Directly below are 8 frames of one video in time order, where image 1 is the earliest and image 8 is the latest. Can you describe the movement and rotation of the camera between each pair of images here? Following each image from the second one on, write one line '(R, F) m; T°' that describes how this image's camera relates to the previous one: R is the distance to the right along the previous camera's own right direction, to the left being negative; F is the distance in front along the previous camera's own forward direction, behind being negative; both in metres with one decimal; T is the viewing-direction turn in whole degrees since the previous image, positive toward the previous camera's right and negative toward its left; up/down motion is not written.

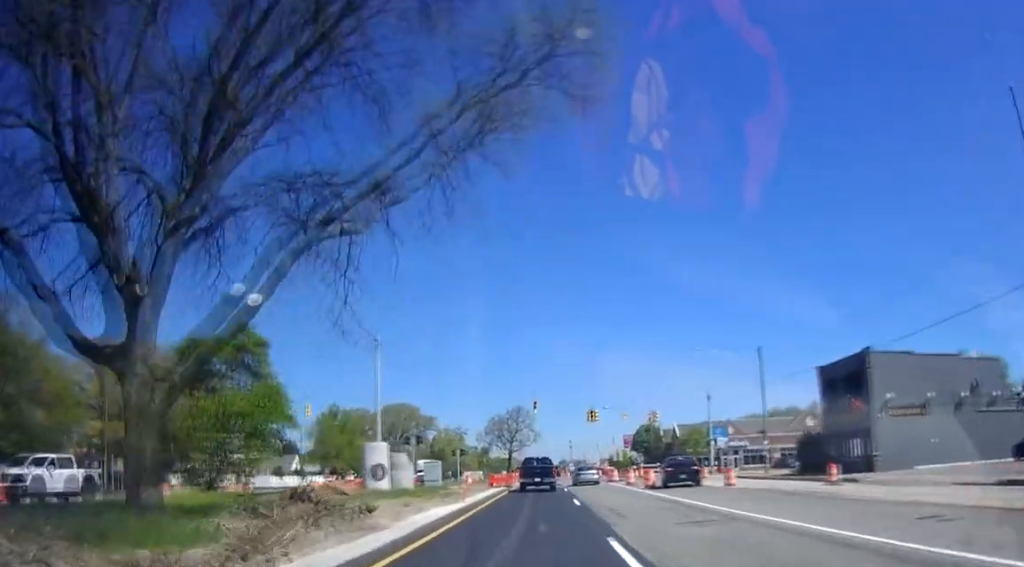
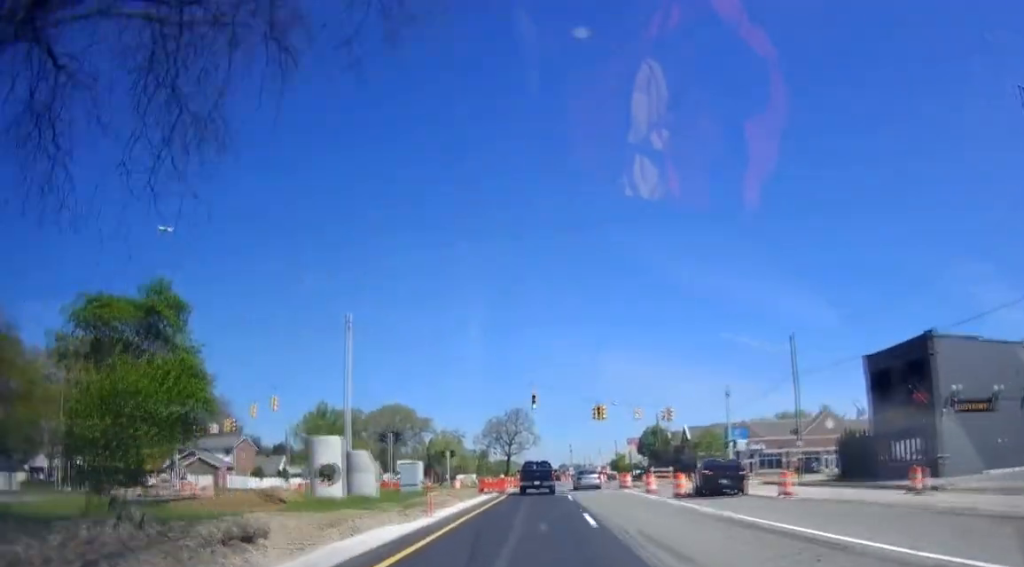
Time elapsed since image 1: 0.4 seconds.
(-0.3, +7.5) m; 0°
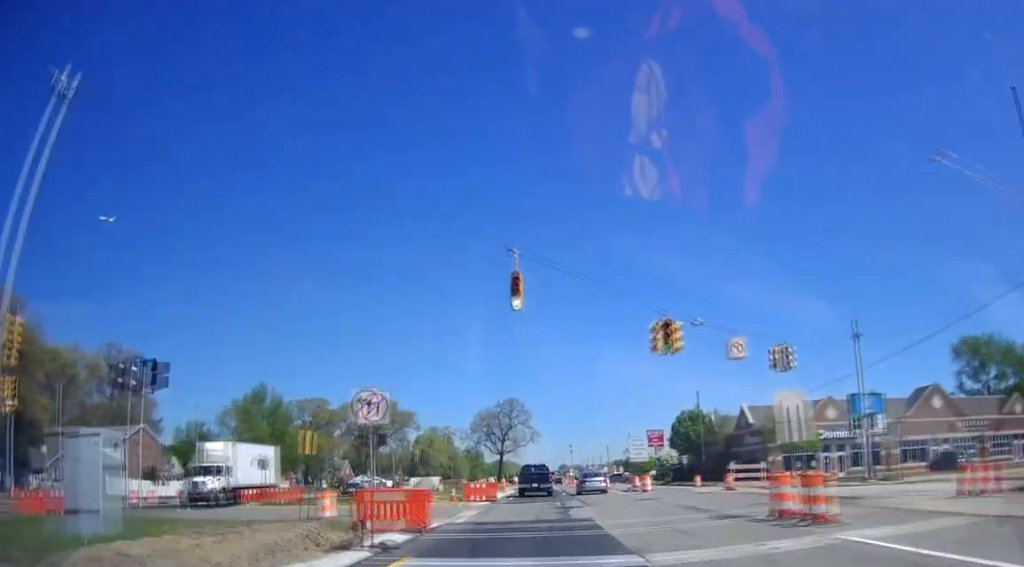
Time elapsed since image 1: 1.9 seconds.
(+1.2, +29.1) m; +2°
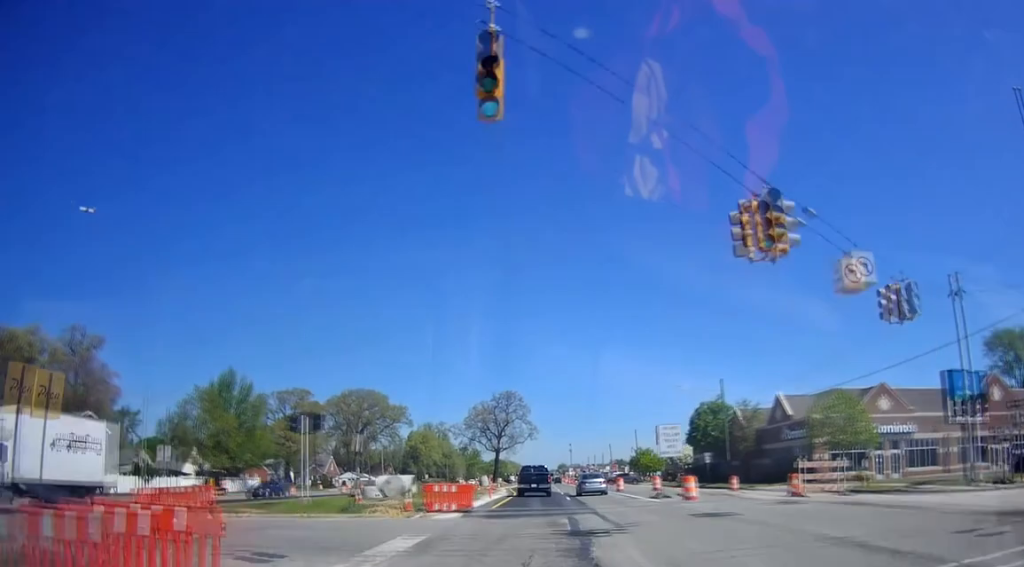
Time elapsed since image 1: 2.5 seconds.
(0.0, +10.8) m; -1°
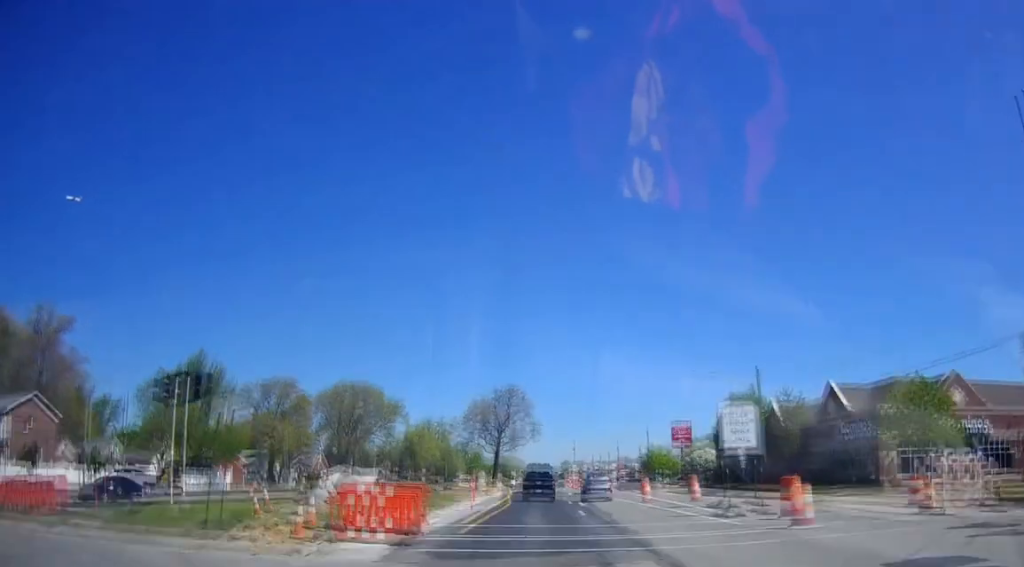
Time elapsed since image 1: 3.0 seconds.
(-0.2, +10.3) m; 0°
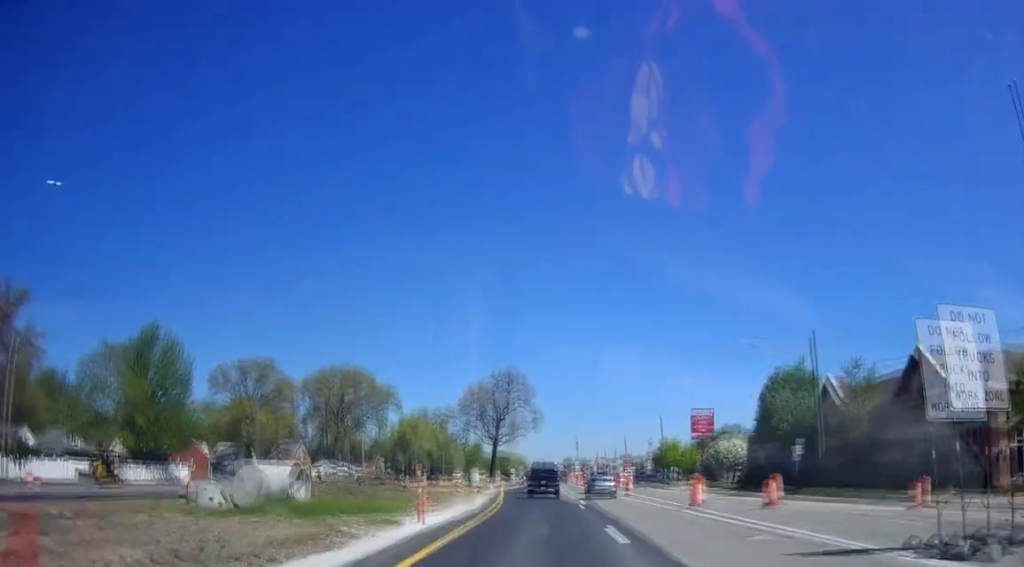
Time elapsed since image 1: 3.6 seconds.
(-0.1, +11.7) m; 0°
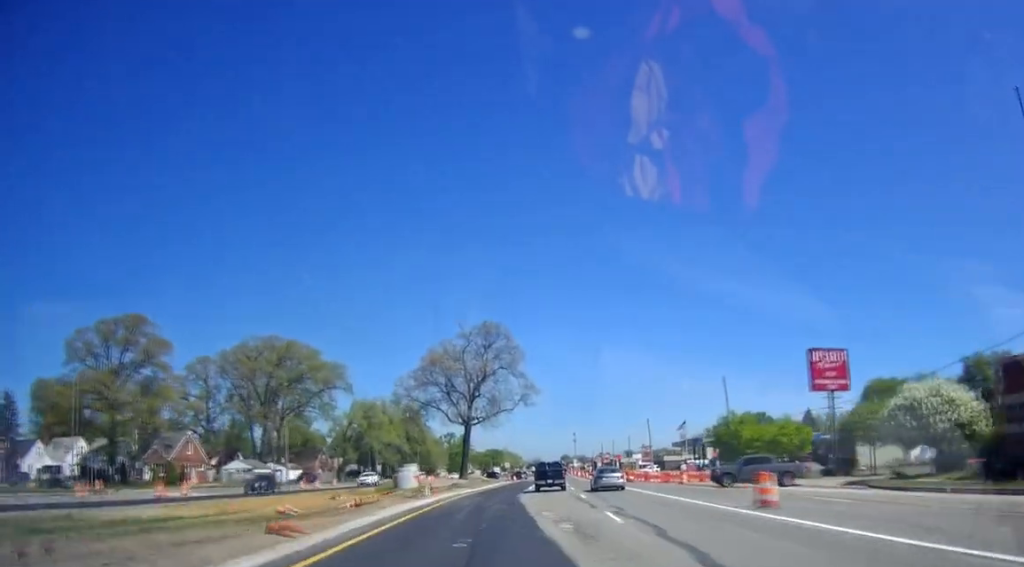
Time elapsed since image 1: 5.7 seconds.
(-1.1, +41.7) m; -2°
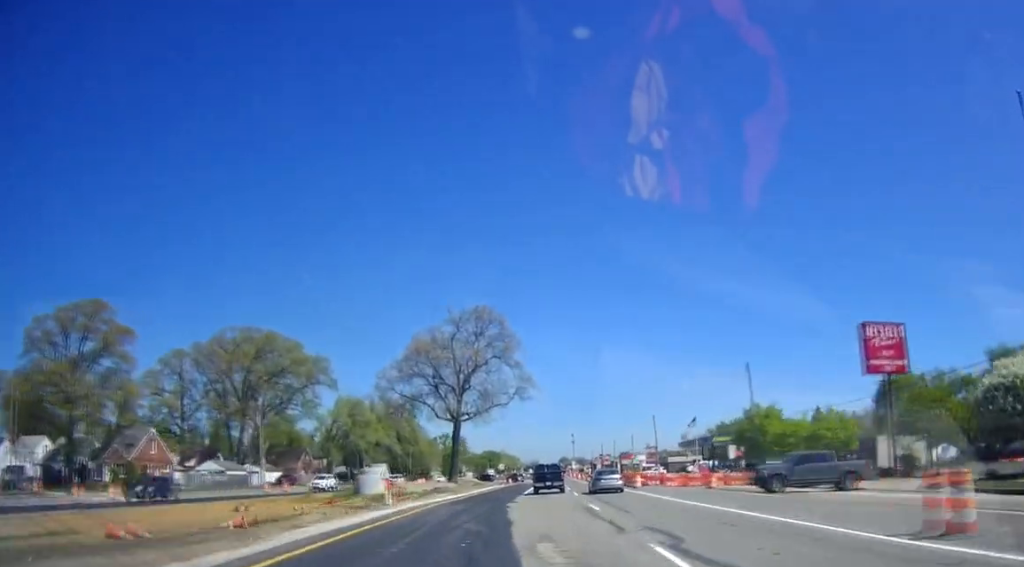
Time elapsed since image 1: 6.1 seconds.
(-0.1, +9.0) m; +1°
